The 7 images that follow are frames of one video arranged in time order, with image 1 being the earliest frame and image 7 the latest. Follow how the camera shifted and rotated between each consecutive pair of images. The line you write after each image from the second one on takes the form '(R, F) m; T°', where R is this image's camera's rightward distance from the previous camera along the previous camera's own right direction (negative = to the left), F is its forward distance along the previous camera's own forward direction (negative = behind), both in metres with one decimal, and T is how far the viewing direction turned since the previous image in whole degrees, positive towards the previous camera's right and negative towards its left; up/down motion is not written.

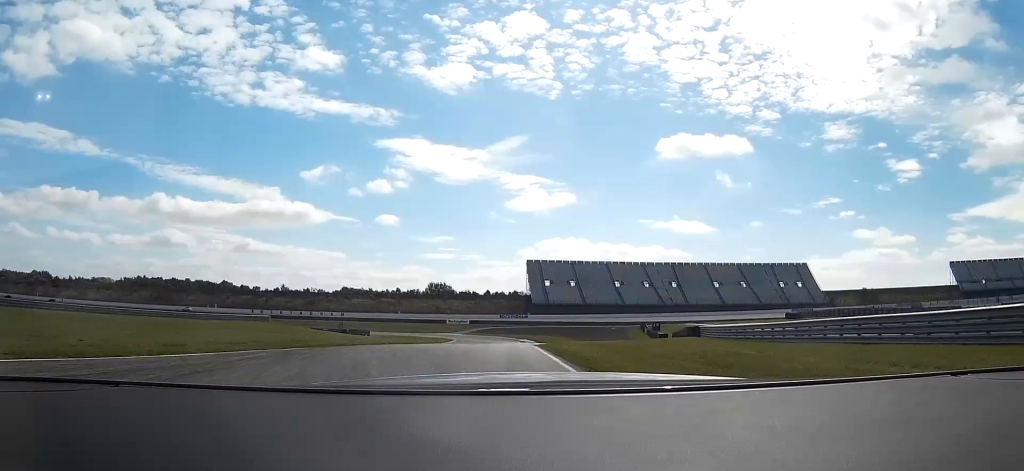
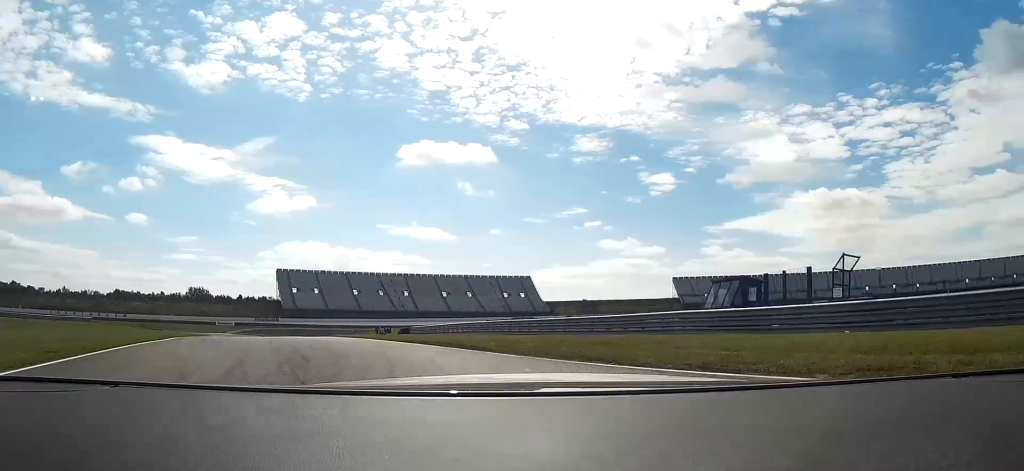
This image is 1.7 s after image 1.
(+4.0, +34.4) m; +21°
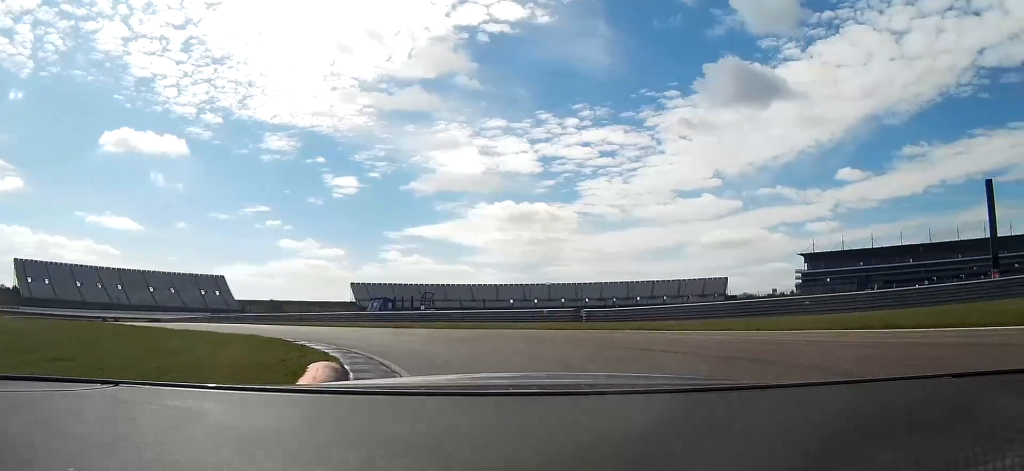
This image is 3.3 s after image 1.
(+9.2, +27.7) m; +36°
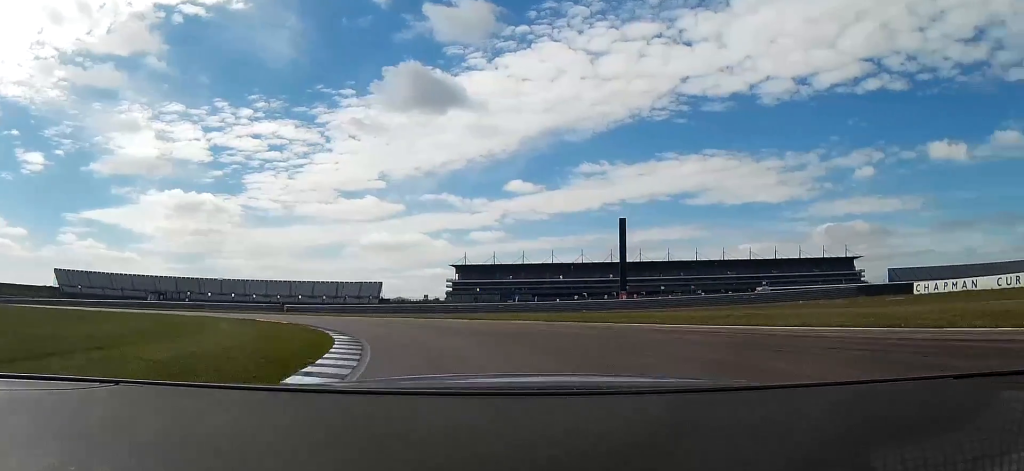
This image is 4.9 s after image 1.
(+8.3, +31.3) m; +30°
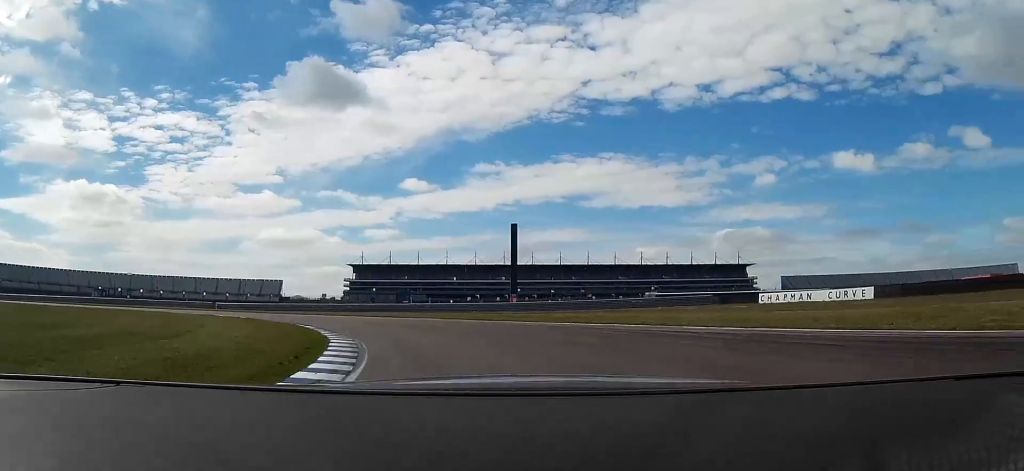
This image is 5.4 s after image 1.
(+1.6, +11.1) m; +6°
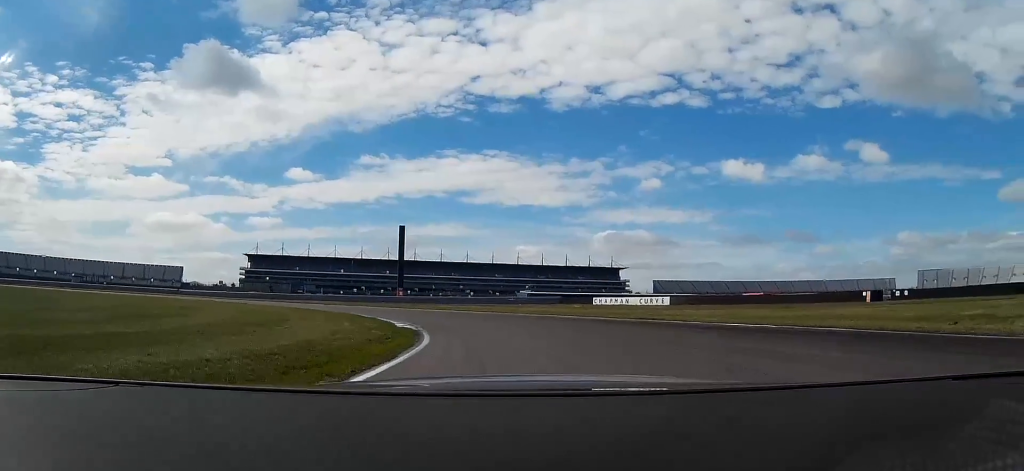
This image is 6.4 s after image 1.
(+2.6, +24.4) m; +8°
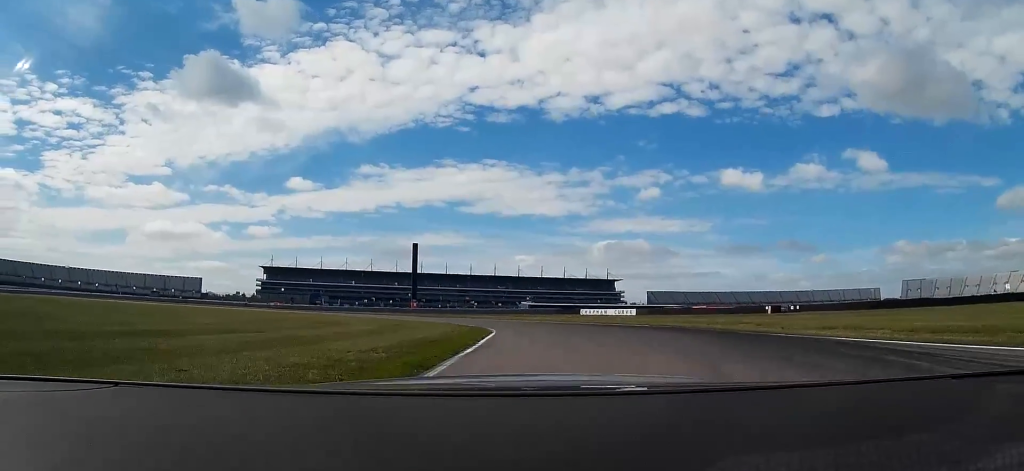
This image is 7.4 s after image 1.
(+1.0, +25.1) m; +1°
